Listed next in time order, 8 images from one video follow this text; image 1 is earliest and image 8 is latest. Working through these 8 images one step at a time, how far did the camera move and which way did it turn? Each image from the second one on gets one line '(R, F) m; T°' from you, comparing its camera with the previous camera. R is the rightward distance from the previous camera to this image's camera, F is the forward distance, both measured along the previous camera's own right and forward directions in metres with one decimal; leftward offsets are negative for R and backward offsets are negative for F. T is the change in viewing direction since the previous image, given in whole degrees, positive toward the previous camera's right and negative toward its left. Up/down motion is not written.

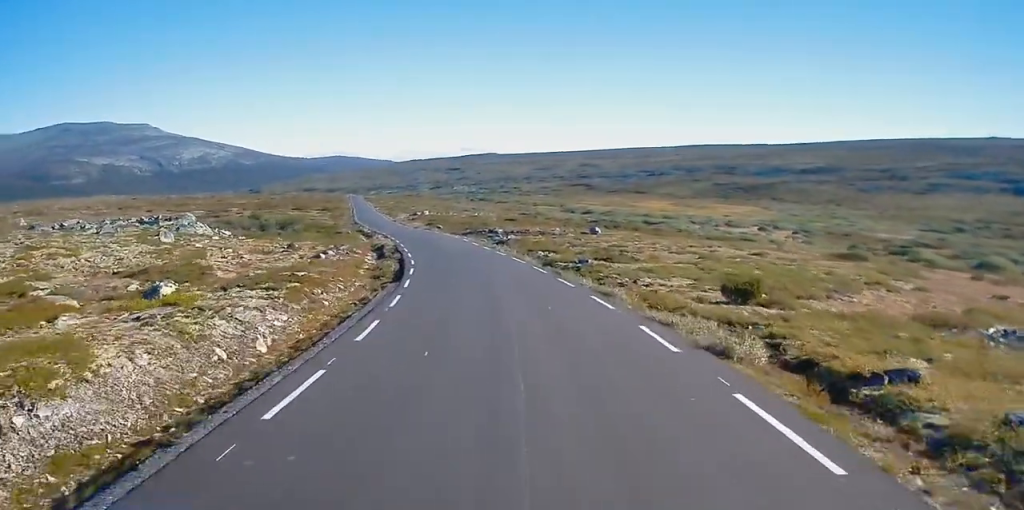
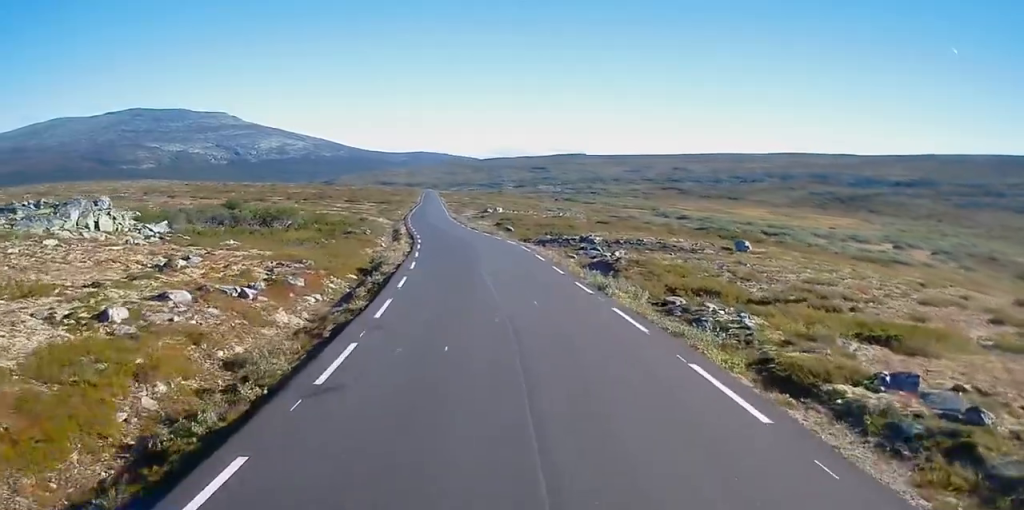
(-1.5, +28.6) m; -5°
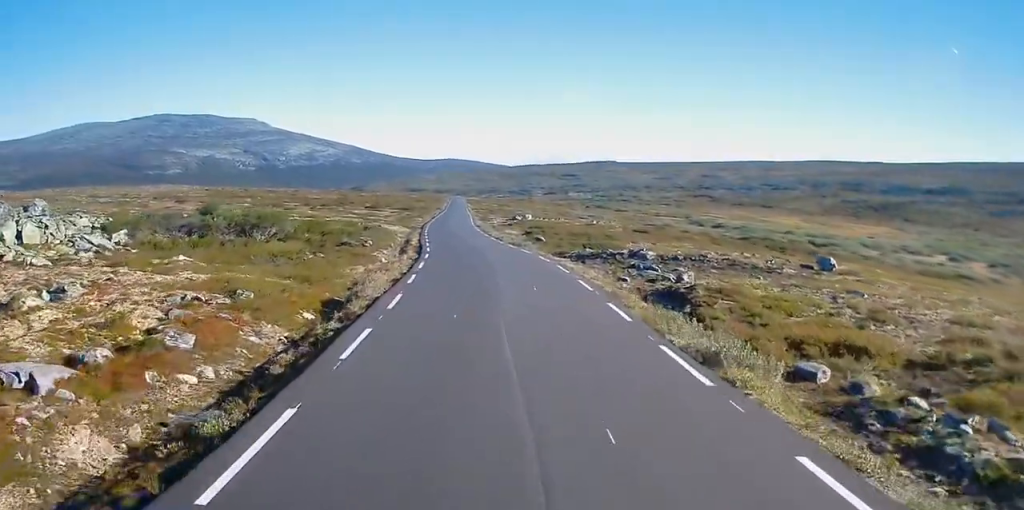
(+0.1, +10.1) m; -2°
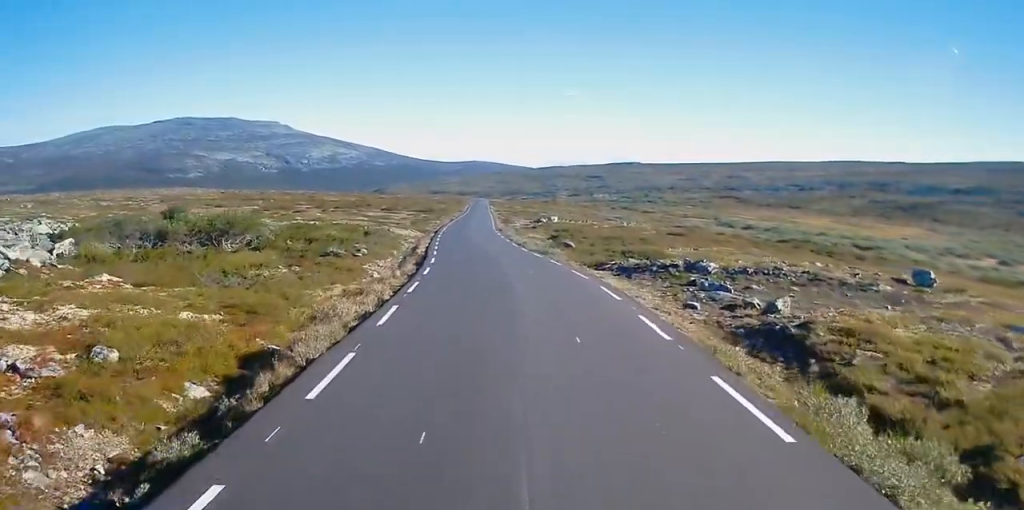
(-0.3, +8.5) m; -2°
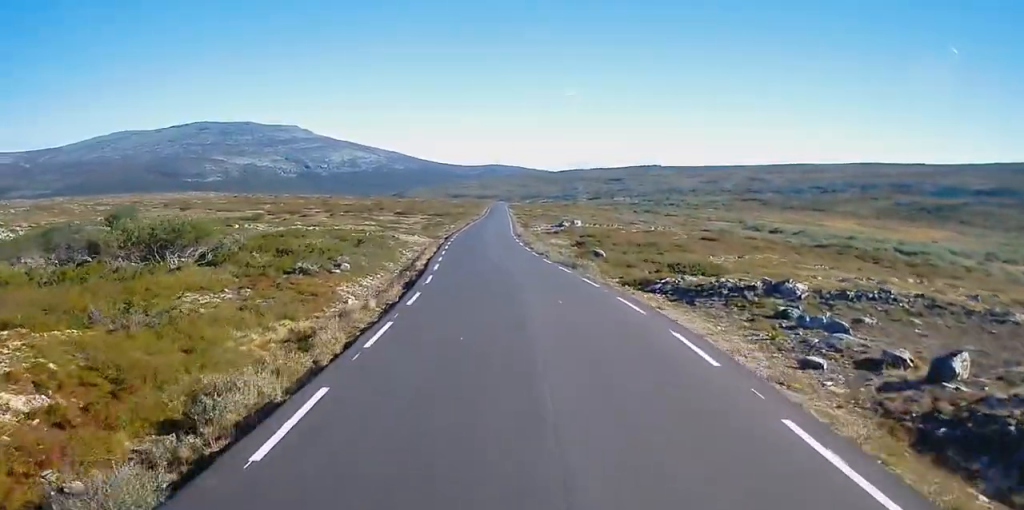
(-0.1, +8.2) m; -1°
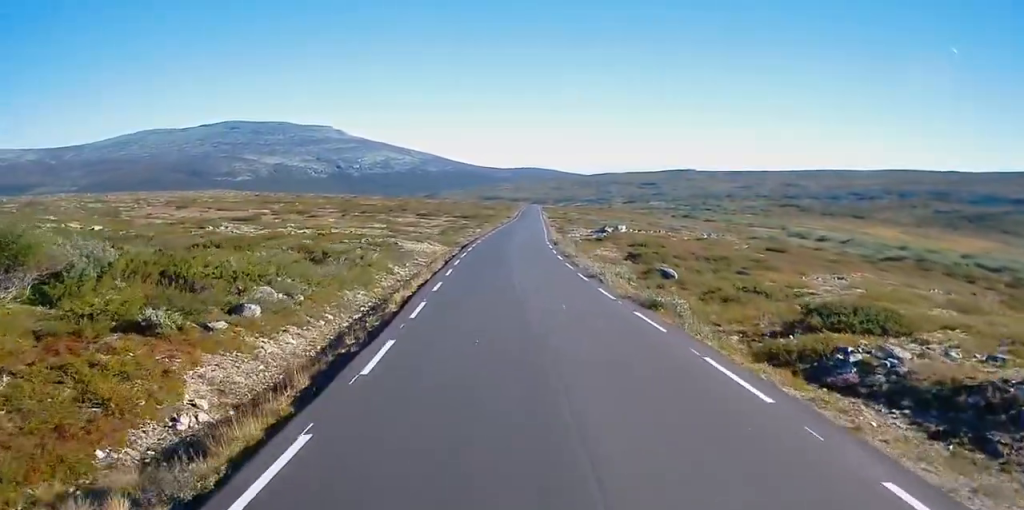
(-0.2, +14.0) m; -1°
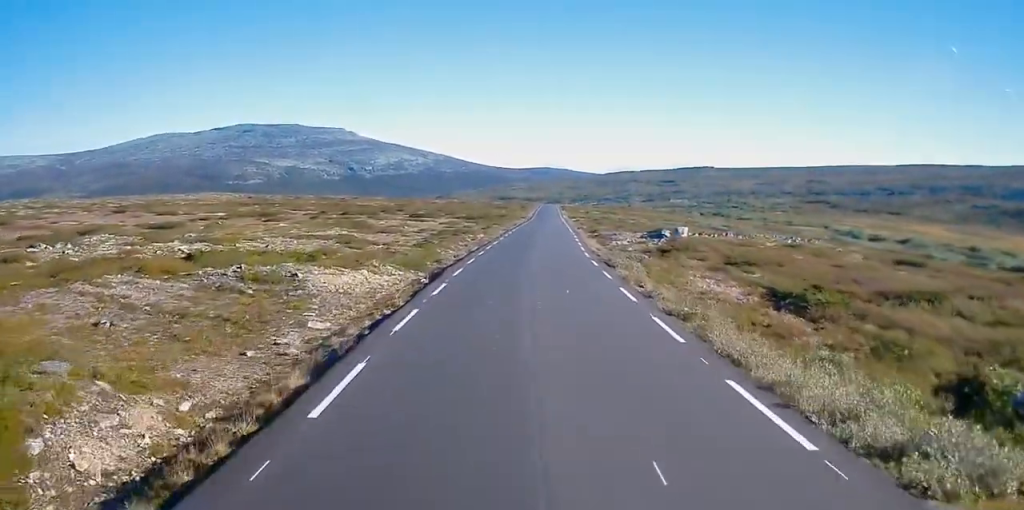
(-0.6, +26.1) m; -1°
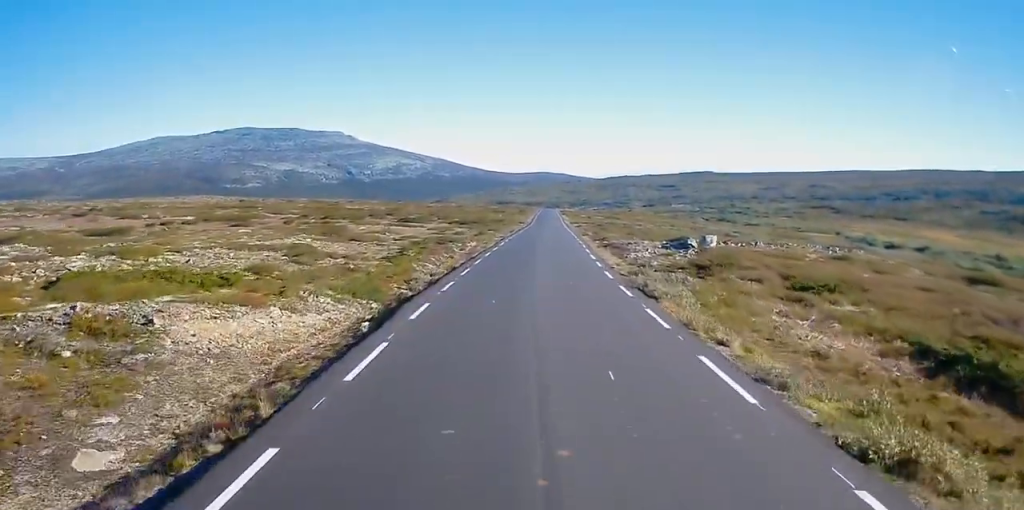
(-0.2, +10.1) m; 0°
